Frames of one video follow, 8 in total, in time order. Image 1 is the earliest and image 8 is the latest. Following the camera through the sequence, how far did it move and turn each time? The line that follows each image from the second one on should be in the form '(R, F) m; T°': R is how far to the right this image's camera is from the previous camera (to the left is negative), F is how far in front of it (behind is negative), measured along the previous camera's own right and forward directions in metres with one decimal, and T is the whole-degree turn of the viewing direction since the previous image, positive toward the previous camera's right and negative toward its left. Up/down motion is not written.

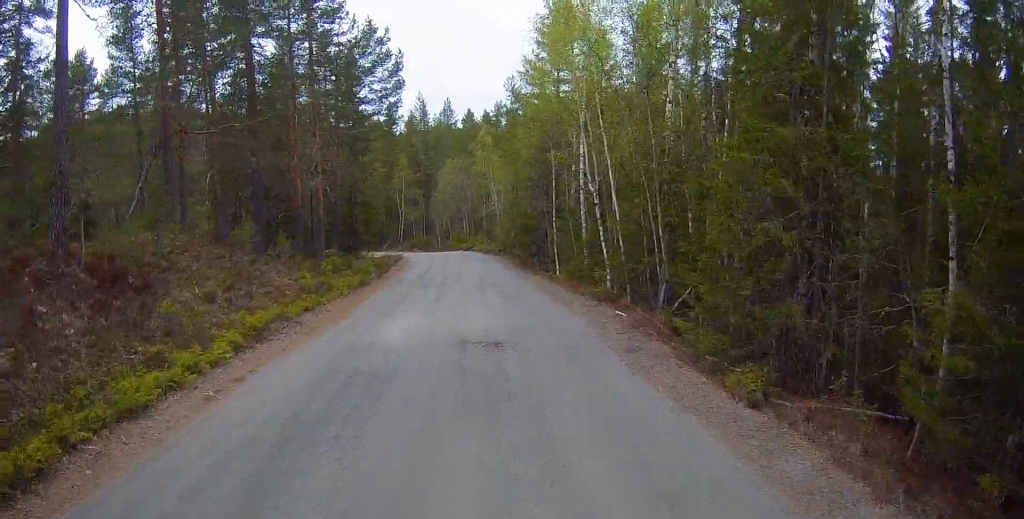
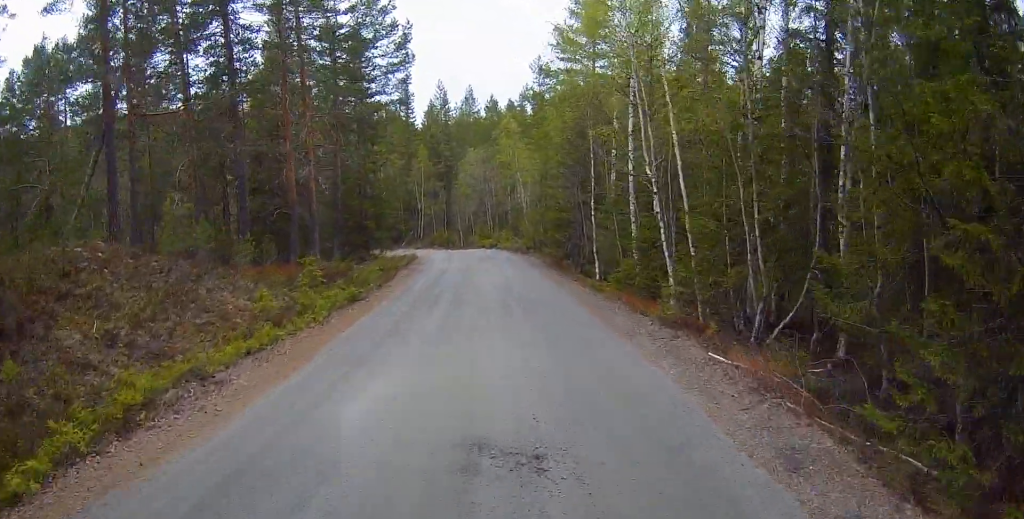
(-0.1, +4.9) m; -2°
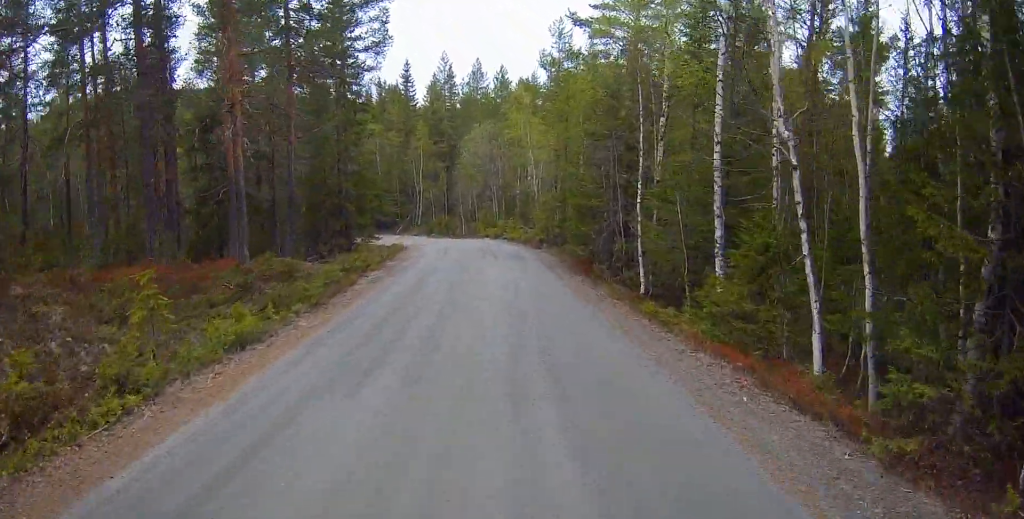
(-0.2, +7.4) m; -1°
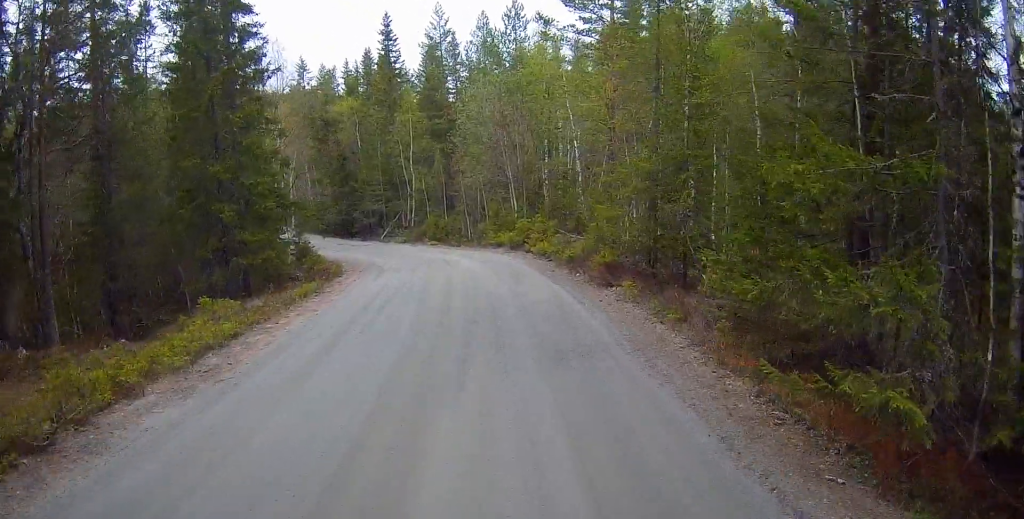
(-0.1, +16.6) m; -2°
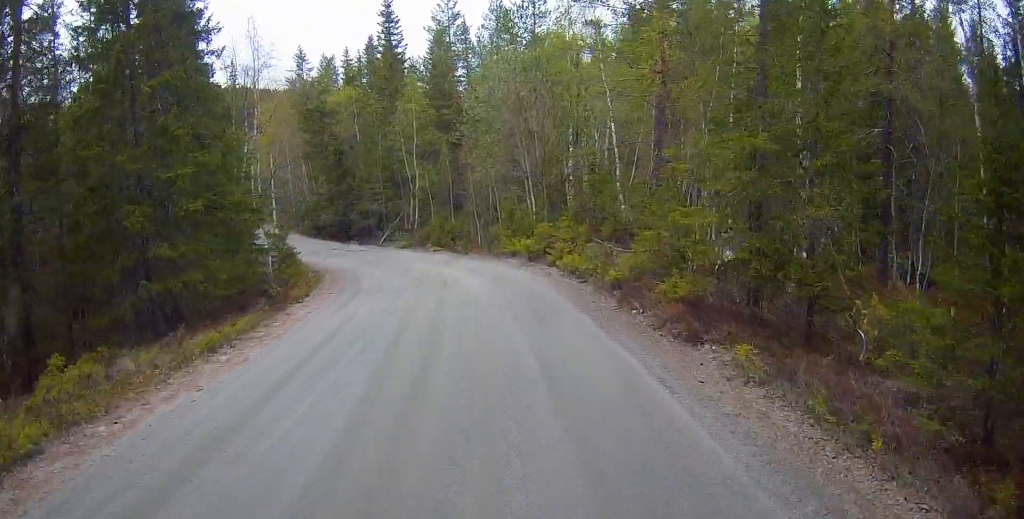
(0.0, +5.4) m; -3°
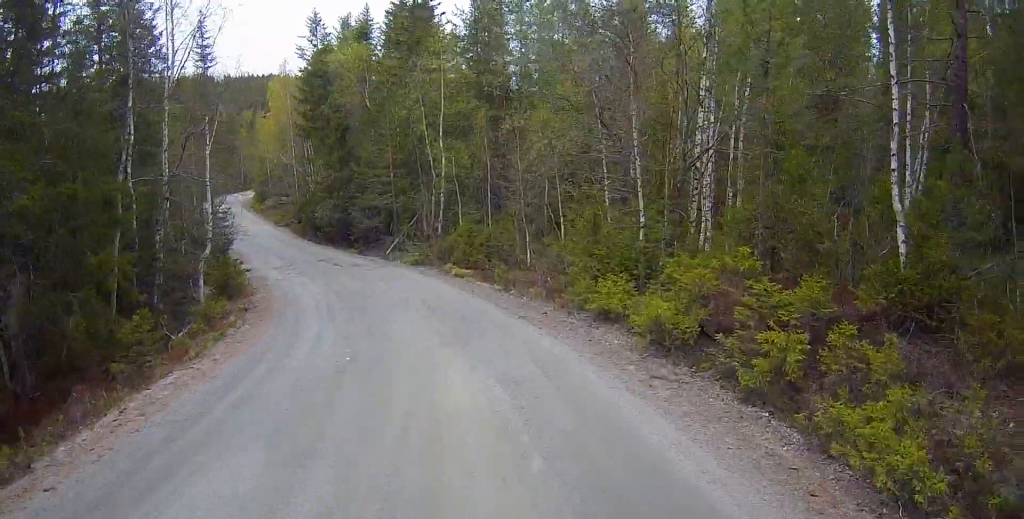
(-0.8, +12.6) m; -6°
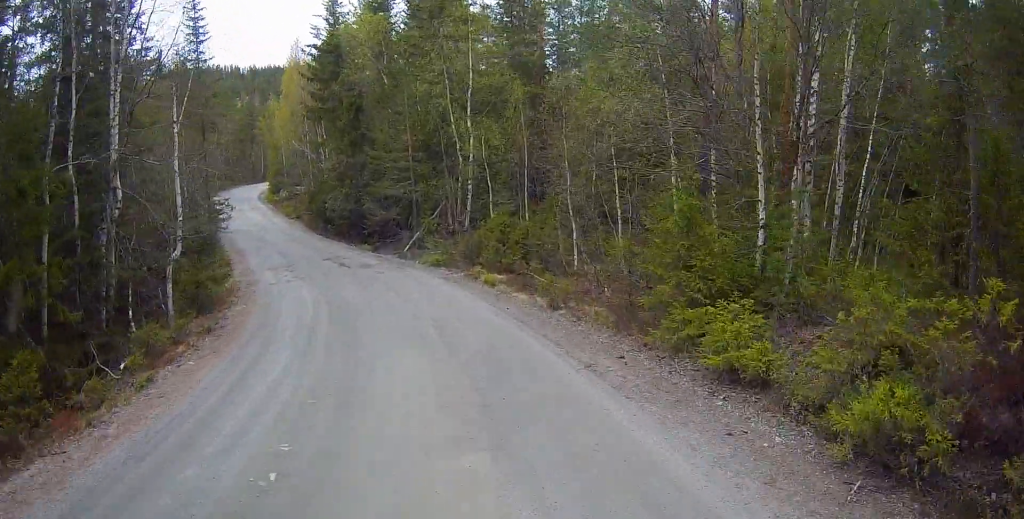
(+0.1, +4.6) m; -2°
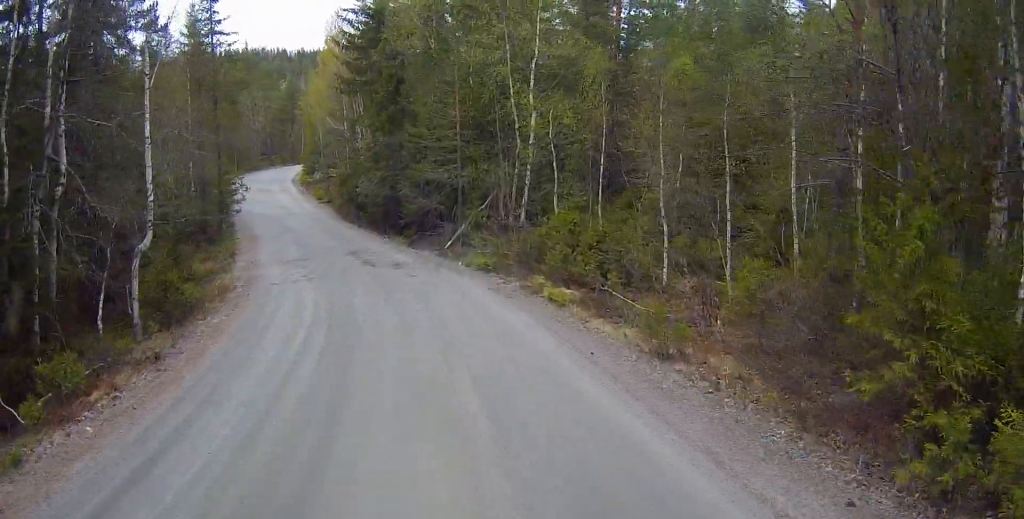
(-0.2, +4.6) m; -6°
